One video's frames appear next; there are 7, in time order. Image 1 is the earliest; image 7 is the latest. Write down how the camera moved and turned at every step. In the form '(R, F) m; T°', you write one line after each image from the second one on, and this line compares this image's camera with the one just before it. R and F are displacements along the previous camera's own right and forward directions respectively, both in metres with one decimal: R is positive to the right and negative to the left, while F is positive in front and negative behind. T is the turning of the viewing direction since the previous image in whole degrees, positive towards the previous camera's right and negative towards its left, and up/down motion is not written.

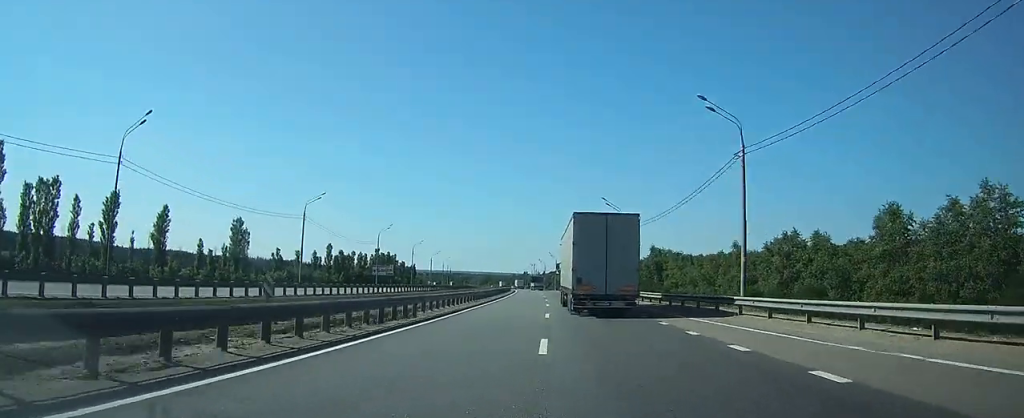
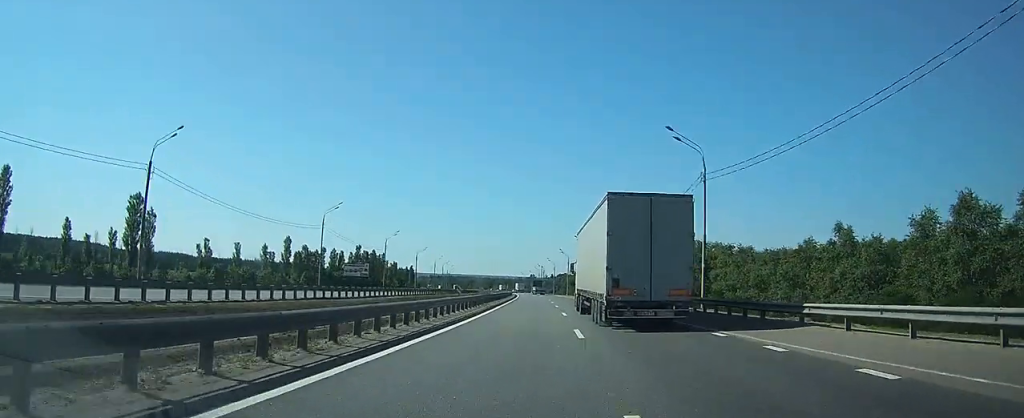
(-0.8, +31.9) m; -2°
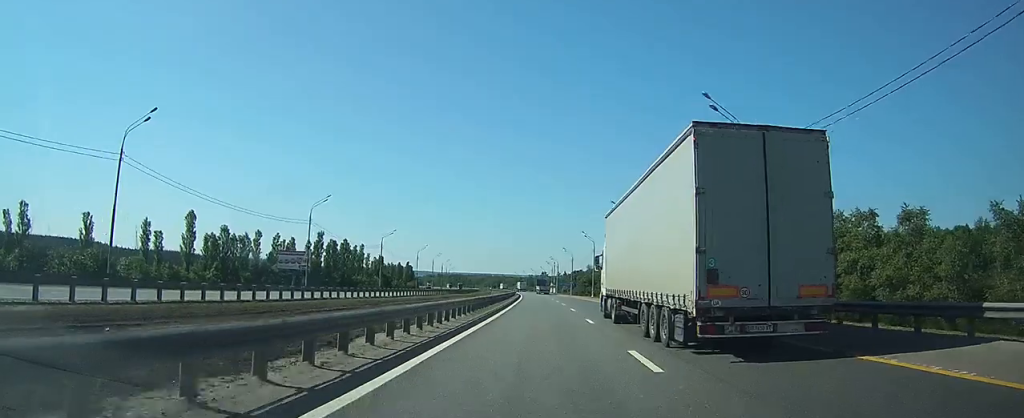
(-0.4, +42.1) m; -1°
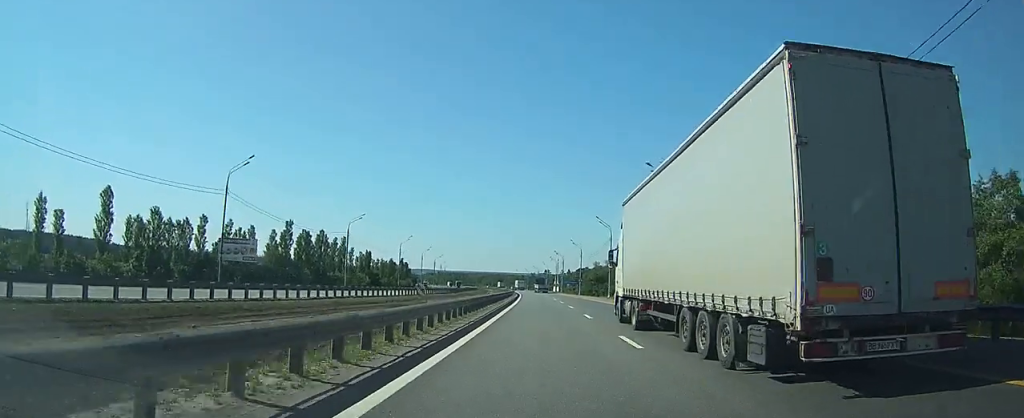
(-0.1, +20.4) m; 0°
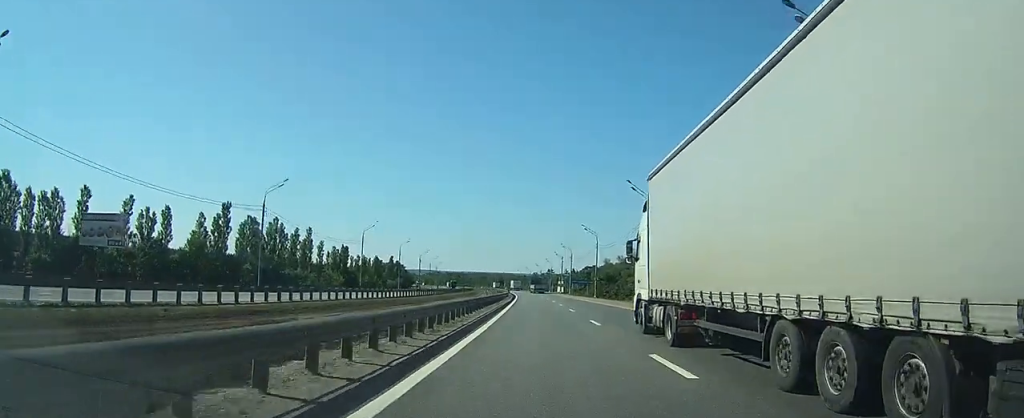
(-0.2, +27.4) m; -1°
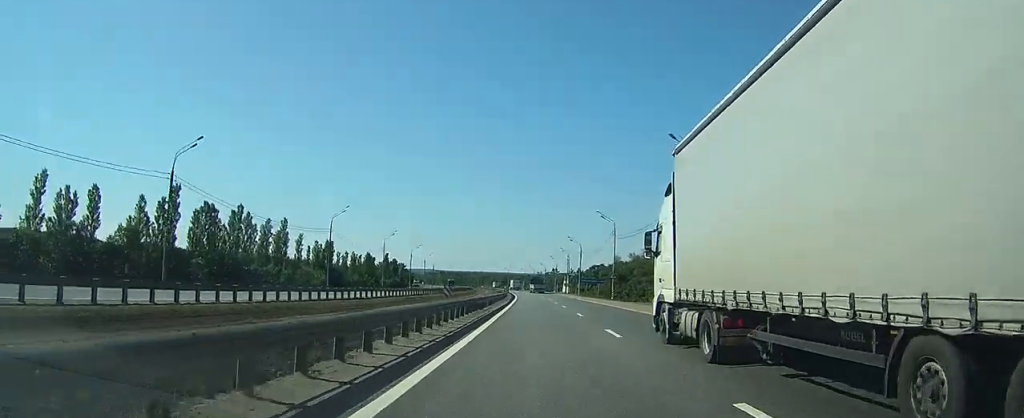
(-0.1, +16.2) m; 0°
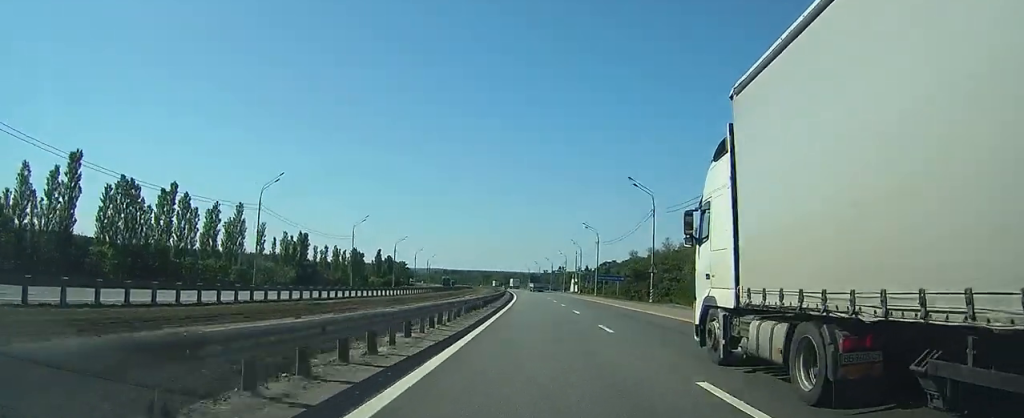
(-0.1, +20.9) m; 0°
